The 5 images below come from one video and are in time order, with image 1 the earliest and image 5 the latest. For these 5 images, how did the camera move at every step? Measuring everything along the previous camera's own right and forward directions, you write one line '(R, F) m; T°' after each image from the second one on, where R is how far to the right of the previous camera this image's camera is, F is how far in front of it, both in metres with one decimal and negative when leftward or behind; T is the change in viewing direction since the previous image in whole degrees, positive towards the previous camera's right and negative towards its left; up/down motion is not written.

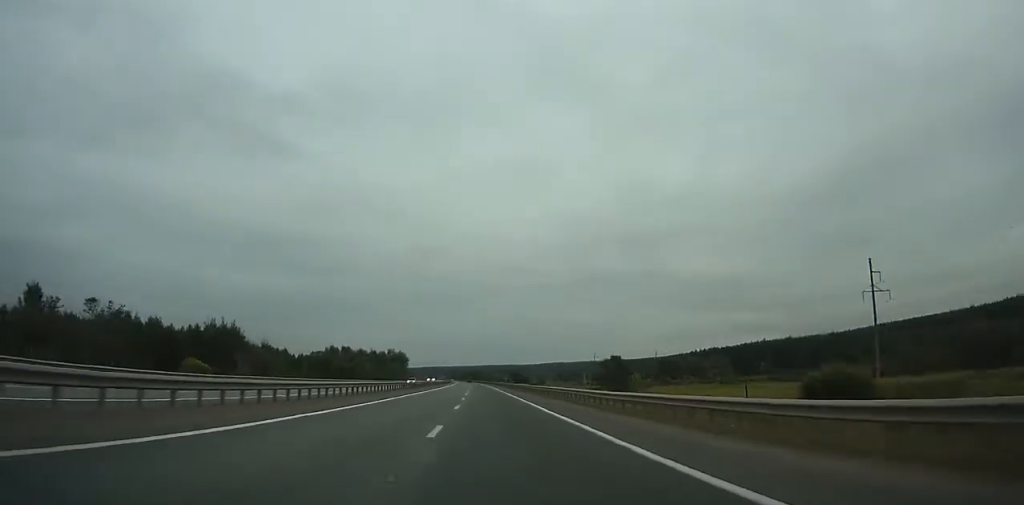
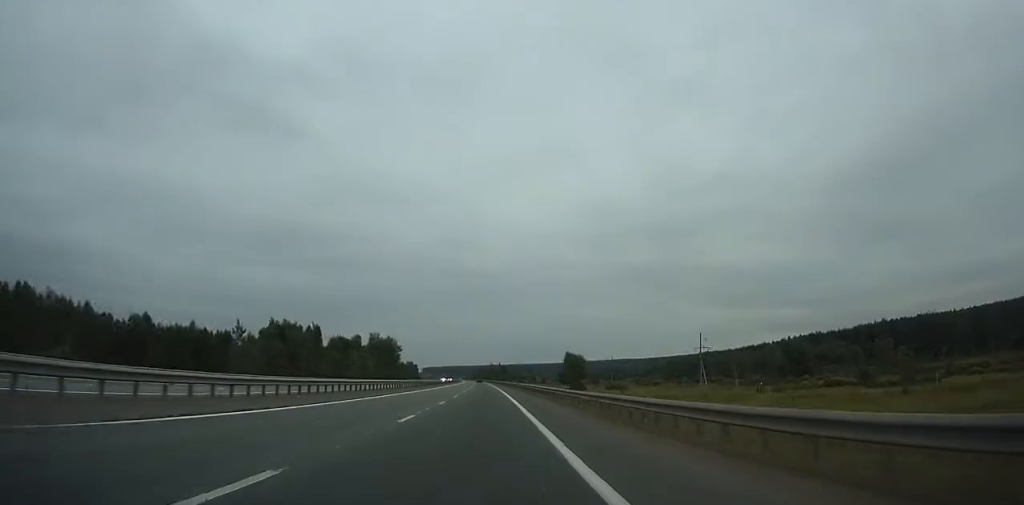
(-2.4, +141.0) m; -2°
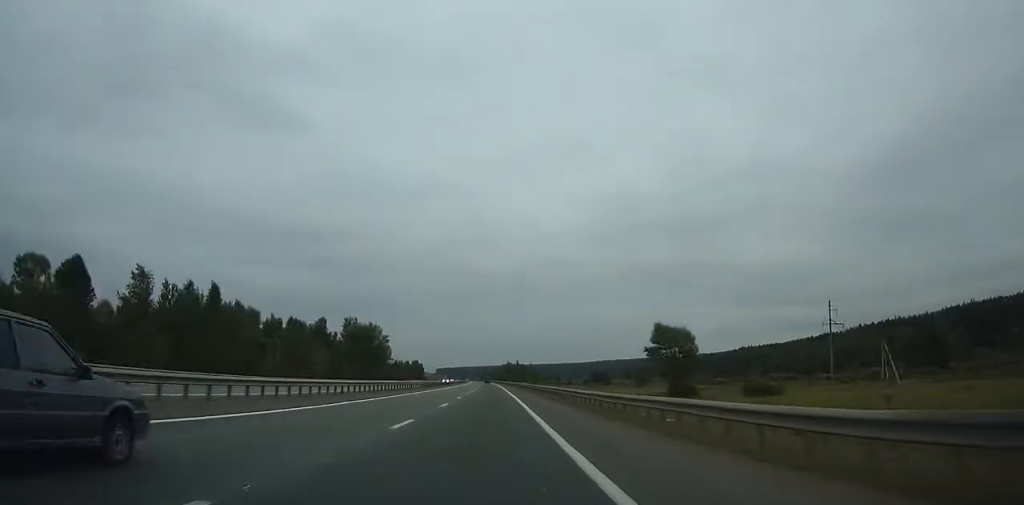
(-0.9, +75.0) m; -1°
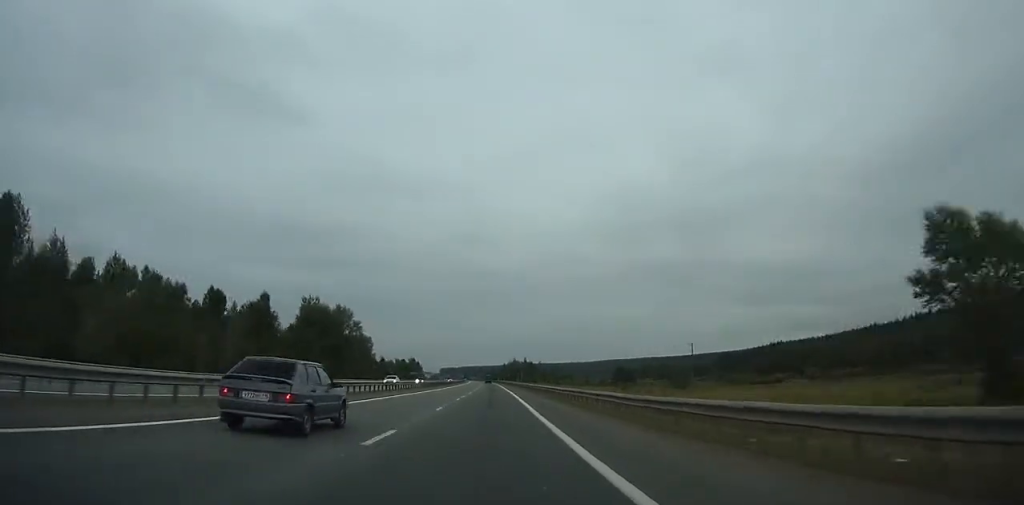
(-0.5, +51.5) m; -1°
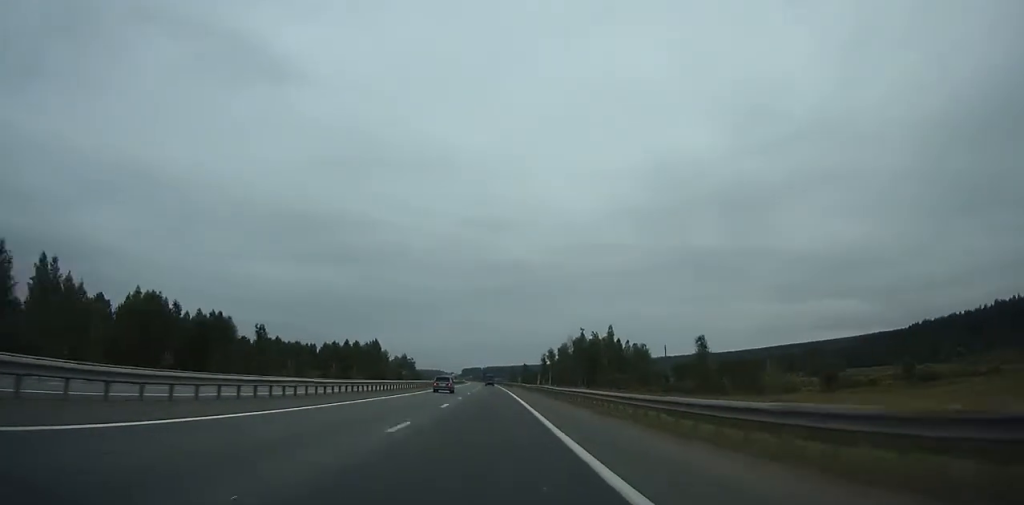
(-5.0, +236.8) m; -3°
